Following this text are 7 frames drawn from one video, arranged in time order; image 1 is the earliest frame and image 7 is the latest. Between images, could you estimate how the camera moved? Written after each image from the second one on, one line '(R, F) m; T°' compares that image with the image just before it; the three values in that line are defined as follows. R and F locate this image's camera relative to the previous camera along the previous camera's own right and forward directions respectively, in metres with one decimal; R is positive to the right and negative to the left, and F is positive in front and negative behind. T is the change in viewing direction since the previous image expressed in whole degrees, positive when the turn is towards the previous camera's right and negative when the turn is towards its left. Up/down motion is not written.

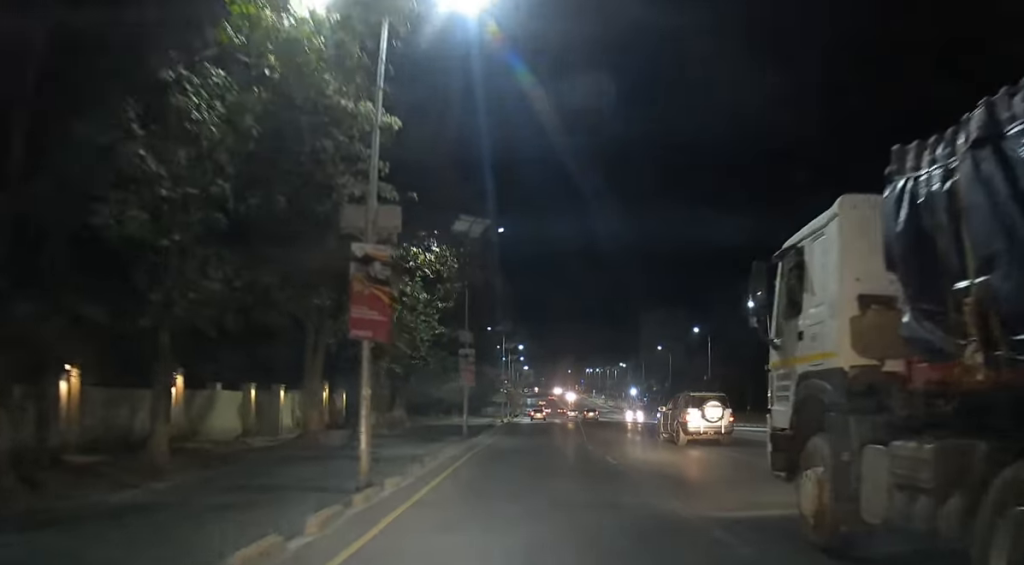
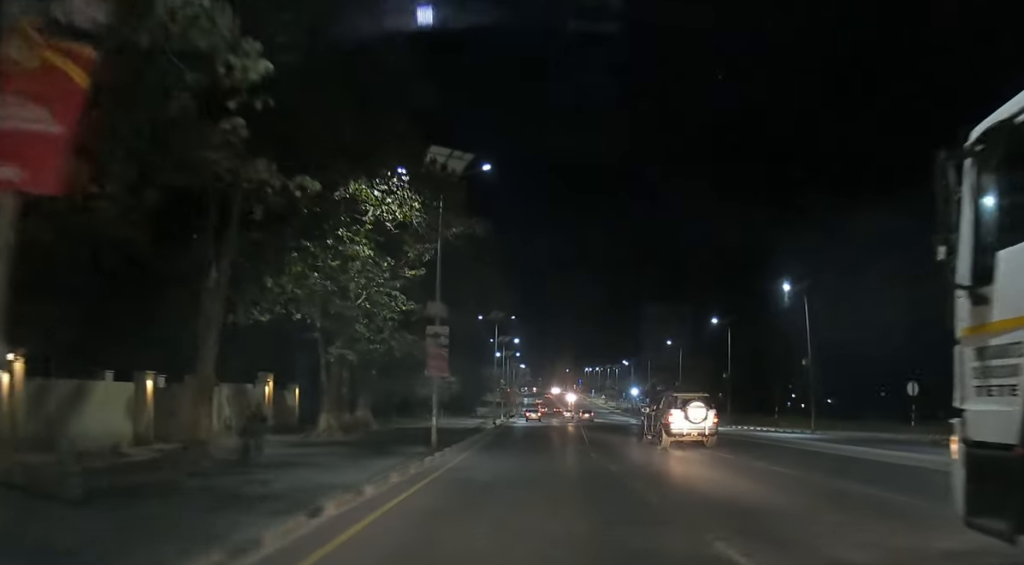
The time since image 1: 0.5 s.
(+0.1, +10.7) m; 0°
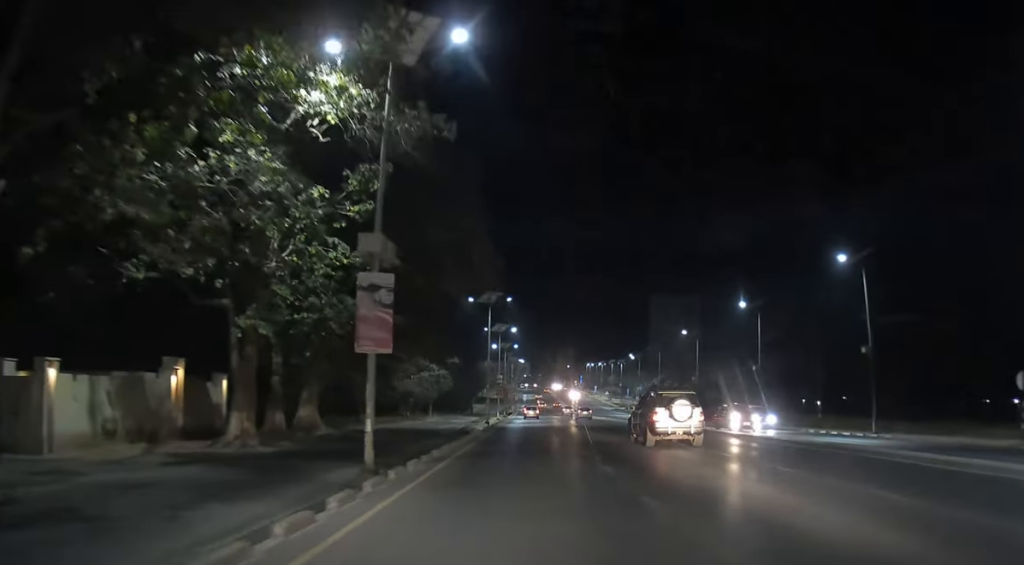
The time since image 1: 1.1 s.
(0.0, +11.2) m; 0°
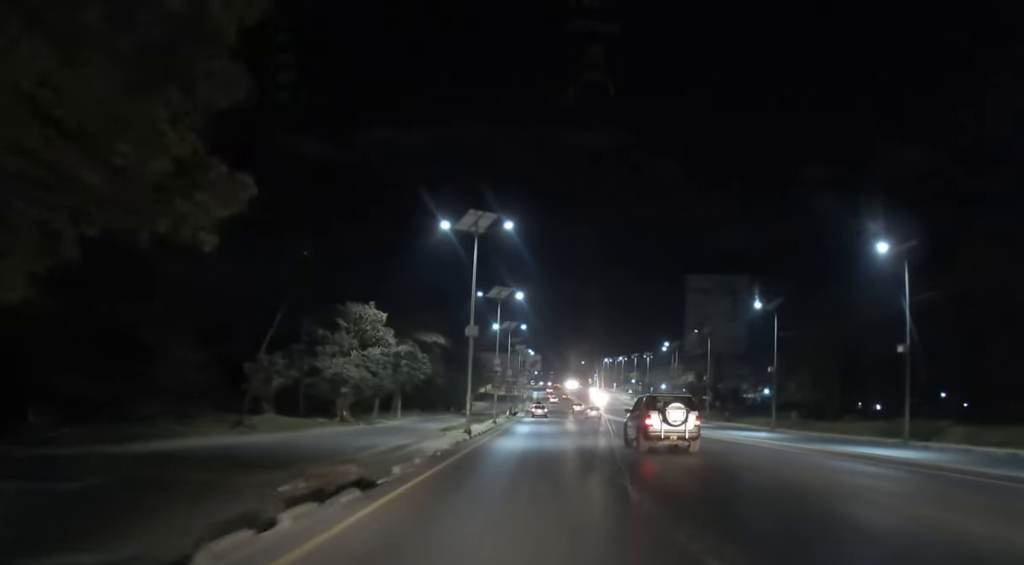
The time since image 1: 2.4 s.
(-0.2, +27.5) m; -1°
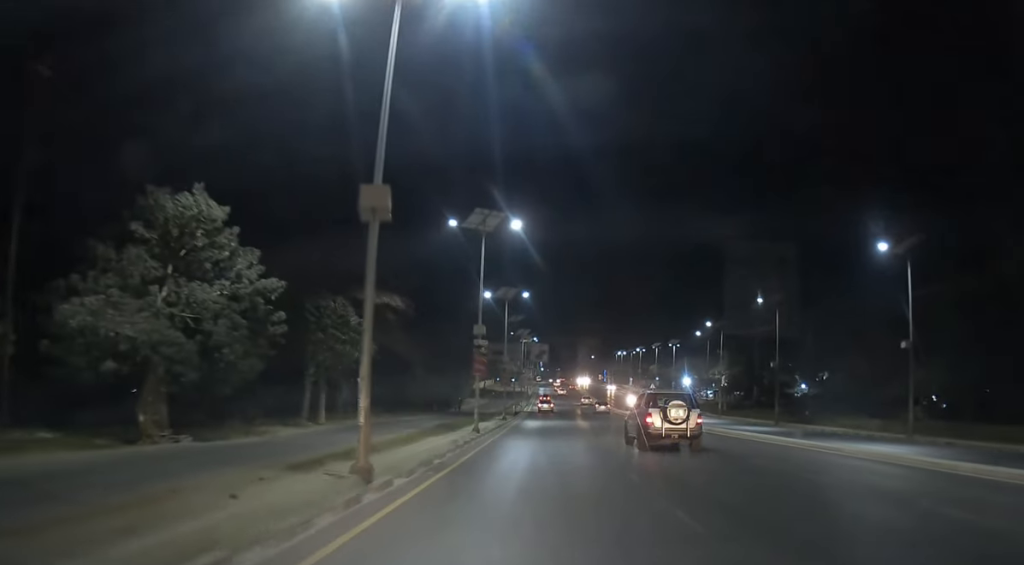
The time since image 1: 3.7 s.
(-0.1, +25.2) m; -1°
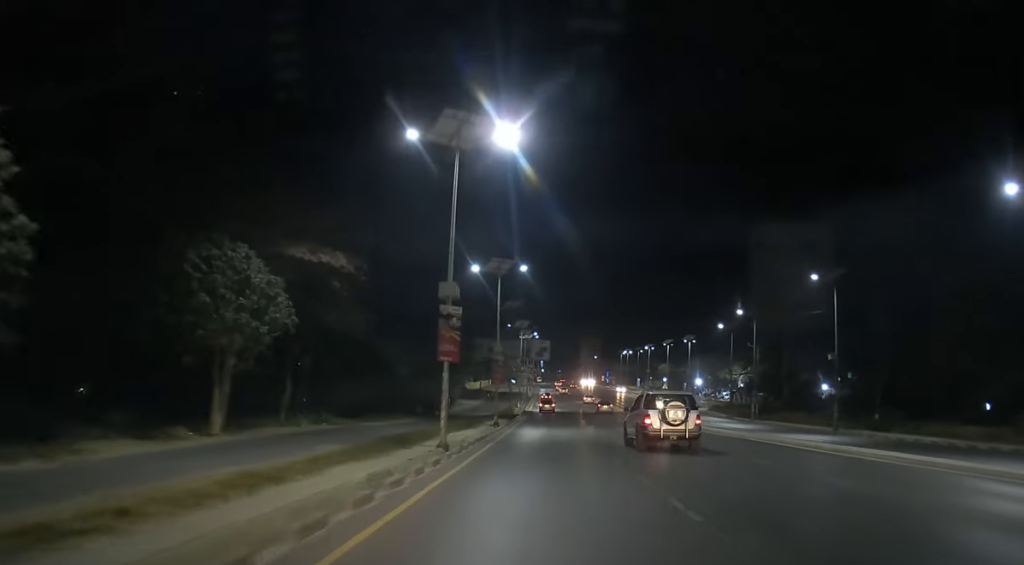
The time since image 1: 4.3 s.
(-0.2, +14.0) m; 0°
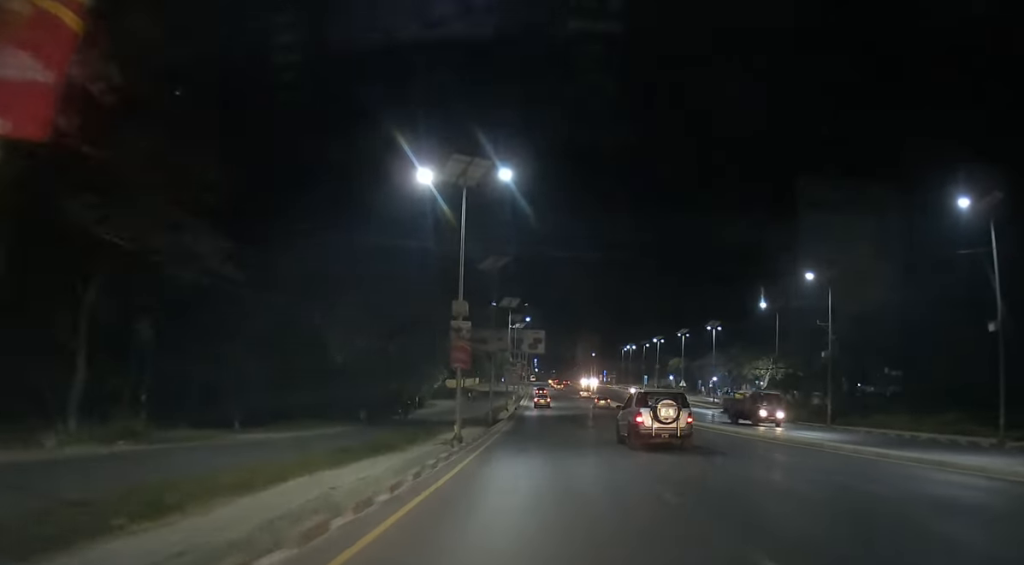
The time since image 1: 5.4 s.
(+0.1, +22.4) m; +1°
